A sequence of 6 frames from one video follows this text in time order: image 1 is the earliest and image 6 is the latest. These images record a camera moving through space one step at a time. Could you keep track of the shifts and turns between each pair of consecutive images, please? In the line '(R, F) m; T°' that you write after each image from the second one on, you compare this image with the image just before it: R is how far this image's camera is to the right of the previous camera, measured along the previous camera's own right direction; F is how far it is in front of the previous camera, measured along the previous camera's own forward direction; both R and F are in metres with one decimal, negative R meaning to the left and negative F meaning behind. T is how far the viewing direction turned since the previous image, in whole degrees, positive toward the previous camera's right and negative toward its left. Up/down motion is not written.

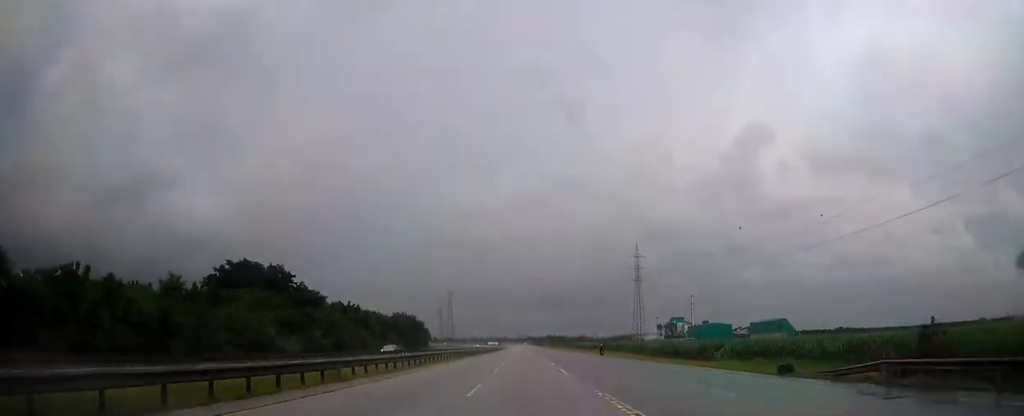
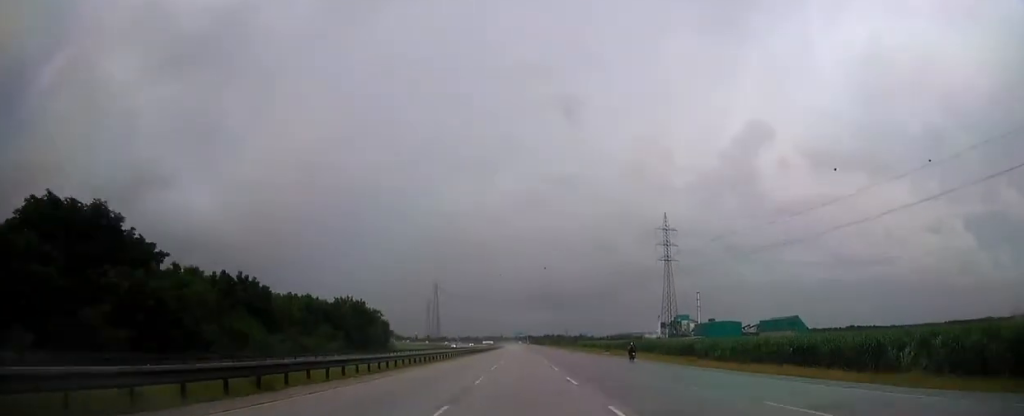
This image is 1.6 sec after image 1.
(+0.2, +47.8) m; 0°
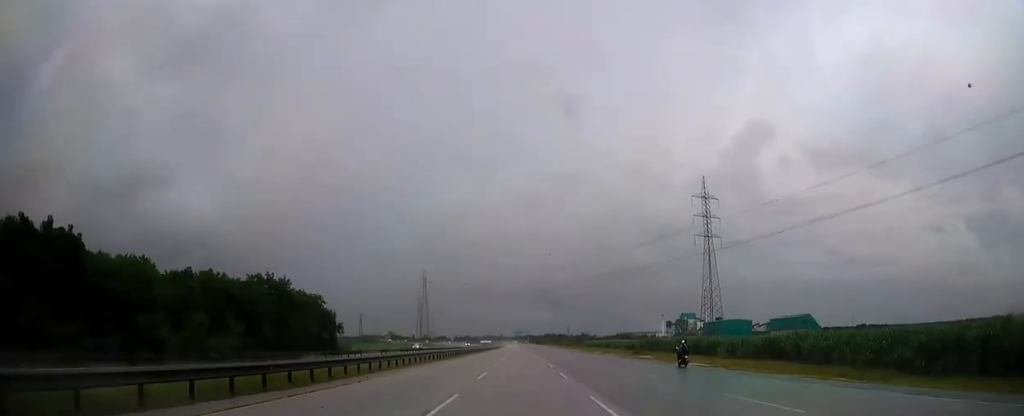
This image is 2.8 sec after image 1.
(0.0, +35.9) m; 0°
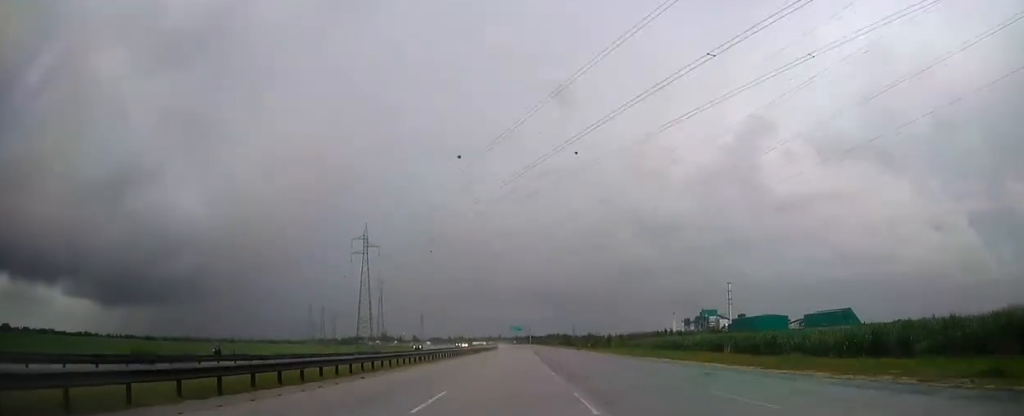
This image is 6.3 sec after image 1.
(+0.1, +103.7) m; 0°
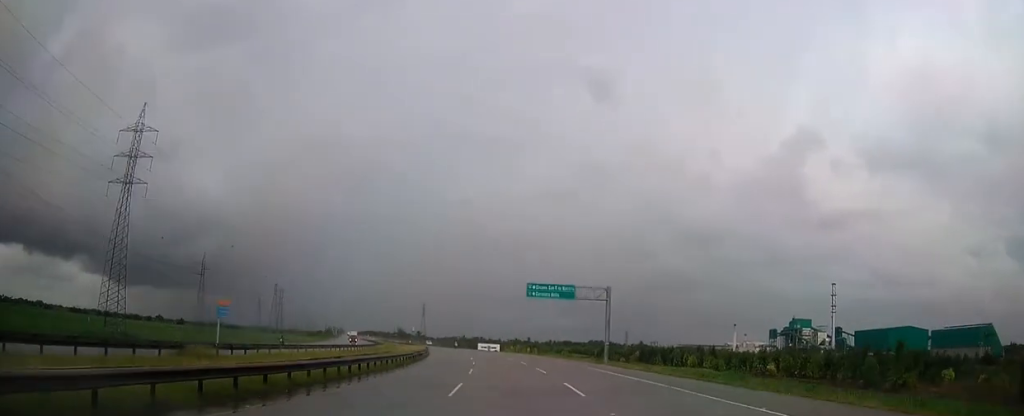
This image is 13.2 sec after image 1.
(-2.9, +203.2) m; -5°
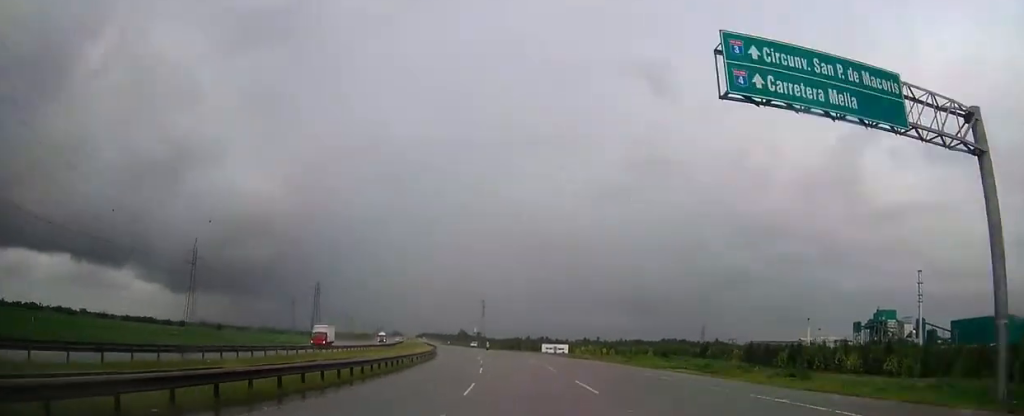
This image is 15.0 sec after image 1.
(-1.5, +52.1) m; -5°
